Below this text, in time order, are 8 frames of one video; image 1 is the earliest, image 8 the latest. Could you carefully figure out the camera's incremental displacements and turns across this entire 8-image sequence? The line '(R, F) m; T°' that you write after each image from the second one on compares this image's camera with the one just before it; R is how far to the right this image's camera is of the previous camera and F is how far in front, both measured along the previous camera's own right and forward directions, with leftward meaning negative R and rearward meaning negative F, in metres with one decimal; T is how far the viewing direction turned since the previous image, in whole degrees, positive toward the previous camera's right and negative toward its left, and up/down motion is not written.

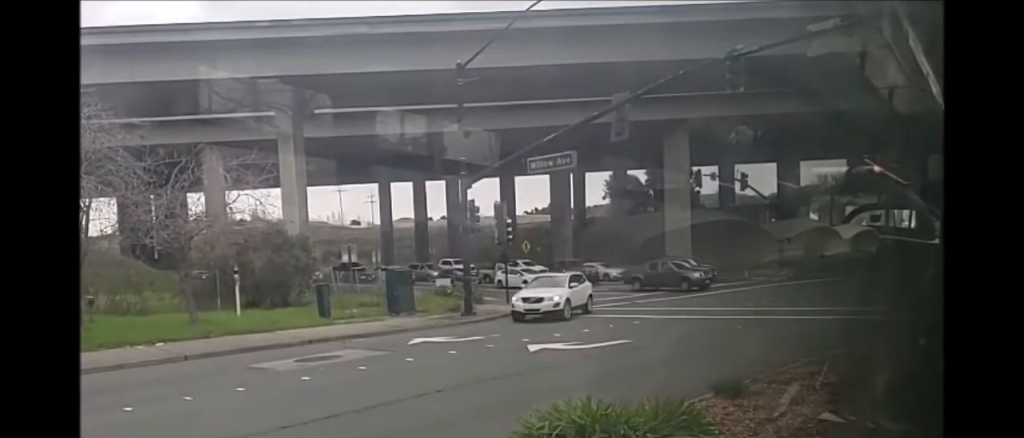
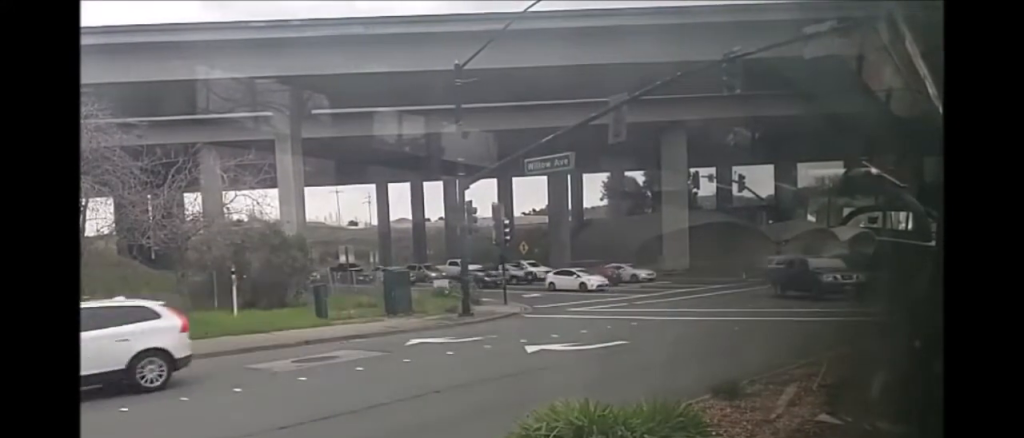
(0.0, 0.0) m; 0°
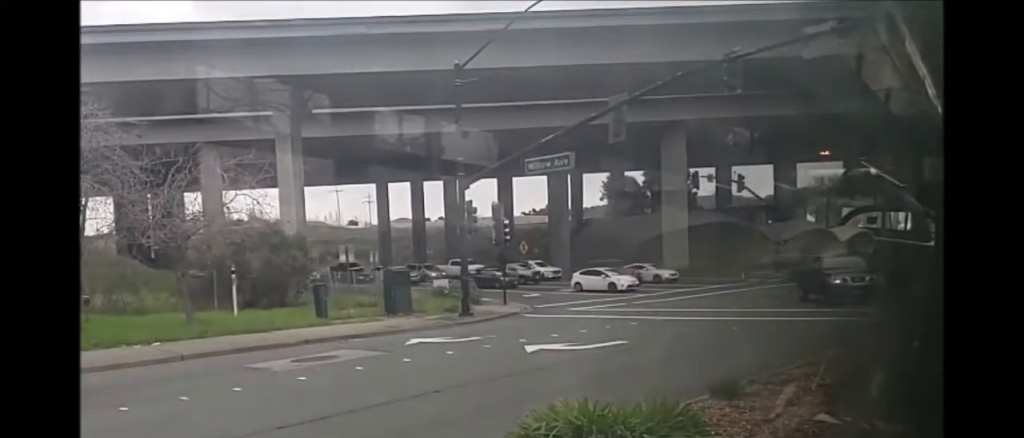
(0.0, 0.0) m; 0°
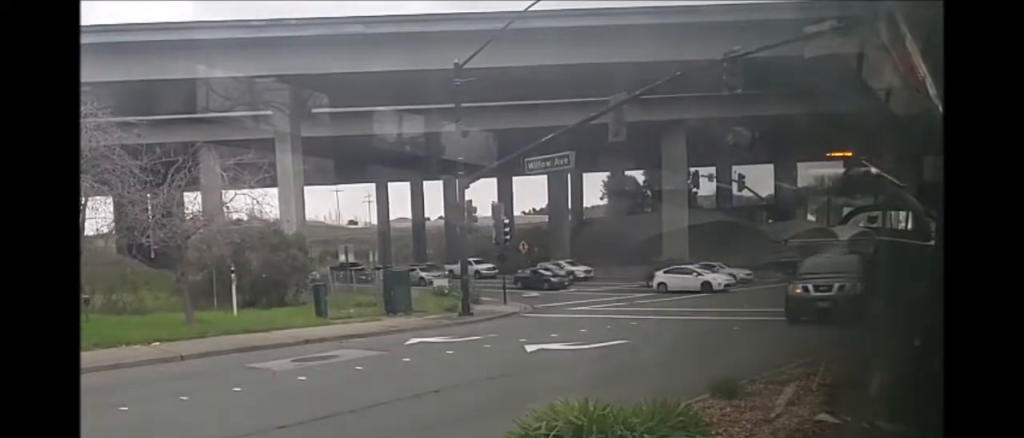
(0.0, 0.0) m; 0°
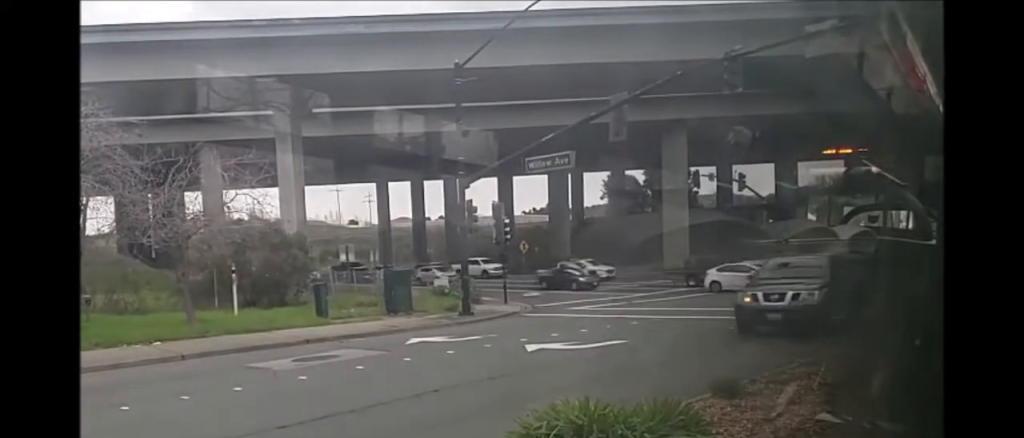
(0.0, 0.0) m; 0°
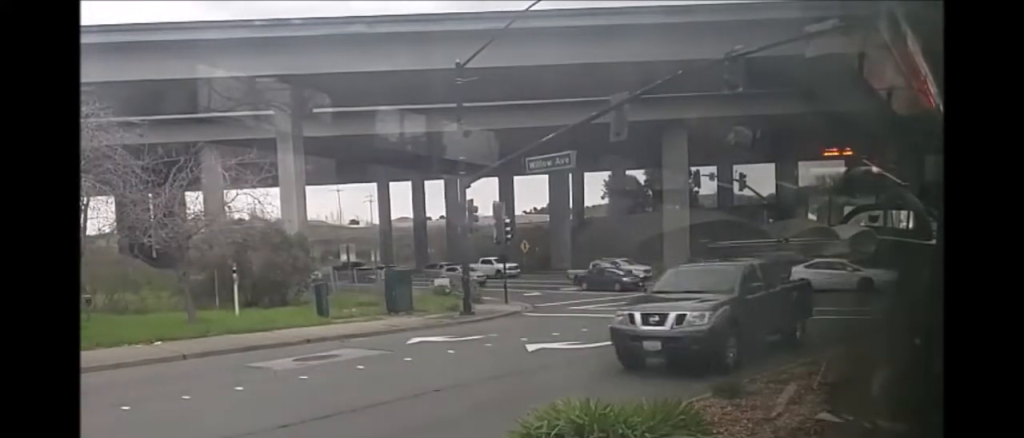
(0.0, 0.0) m; 0°
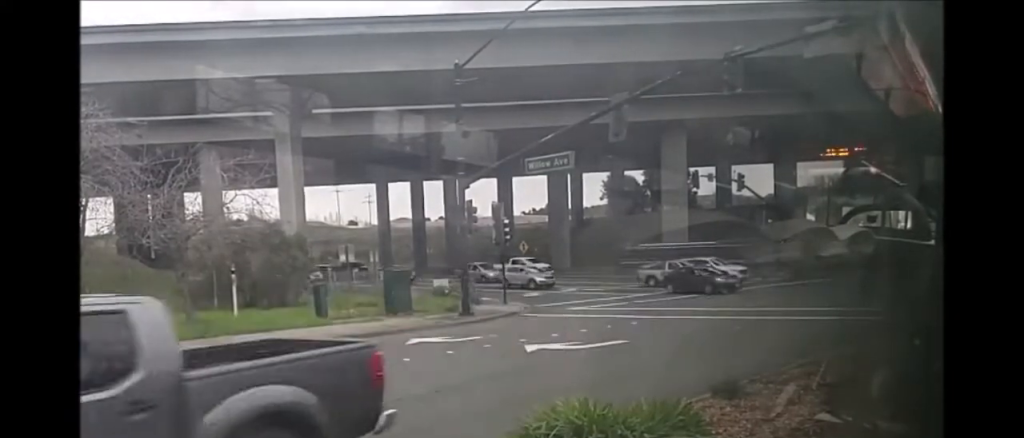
(0.0, 0.0) m; 0°
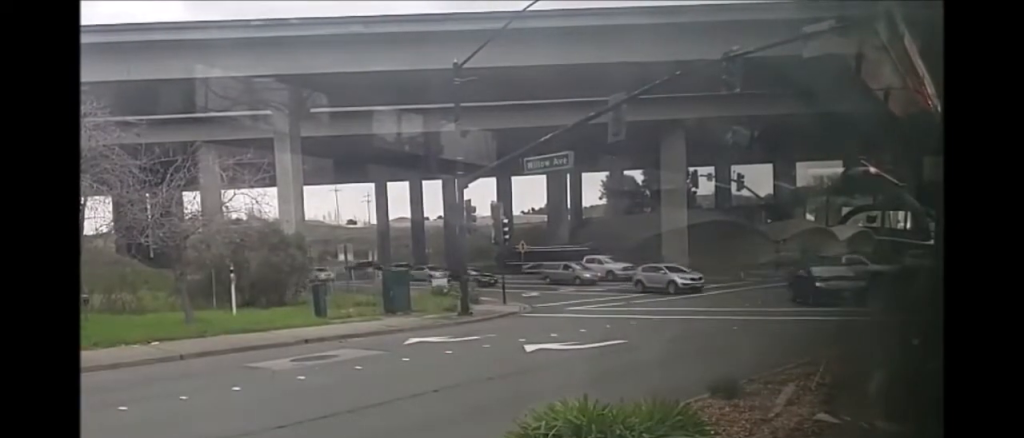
(0.0, 0.0) m; 0°
